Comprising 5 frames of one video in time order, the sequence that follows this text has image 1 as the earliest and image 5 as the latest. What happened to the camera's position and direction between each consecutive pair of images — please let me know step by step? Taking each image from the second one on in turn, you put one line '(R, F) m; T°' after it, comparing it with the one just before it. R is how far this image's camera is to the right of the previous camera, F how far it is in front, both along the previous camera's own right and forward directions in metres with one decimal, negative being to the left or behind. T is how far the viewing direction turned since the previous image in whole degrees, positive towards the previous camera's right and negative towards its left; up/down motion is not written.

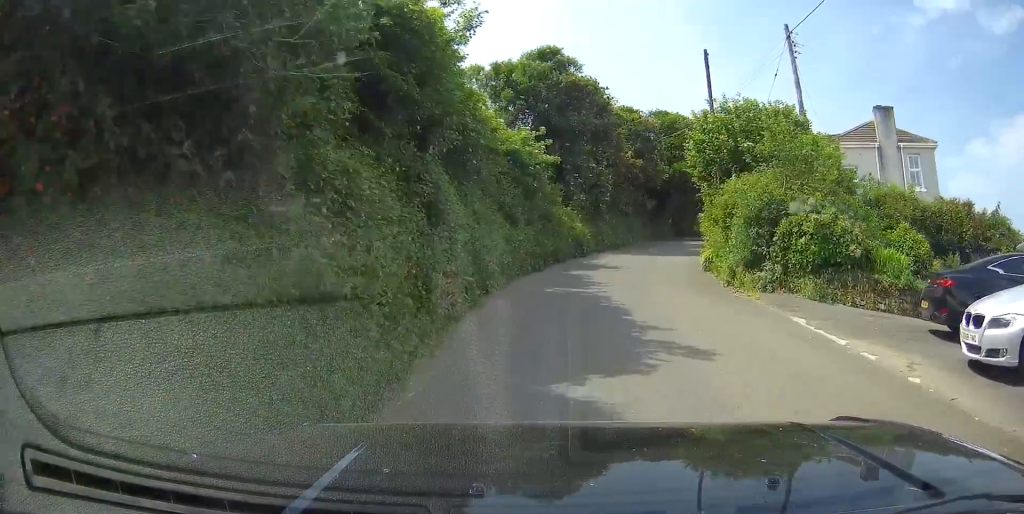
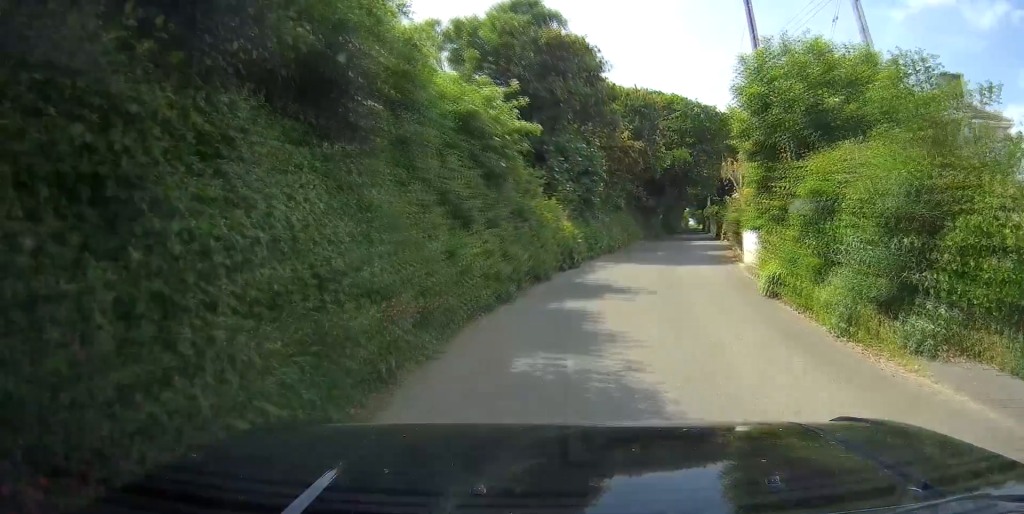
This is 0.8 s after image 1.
(+0.3, +7.6) m; +3°
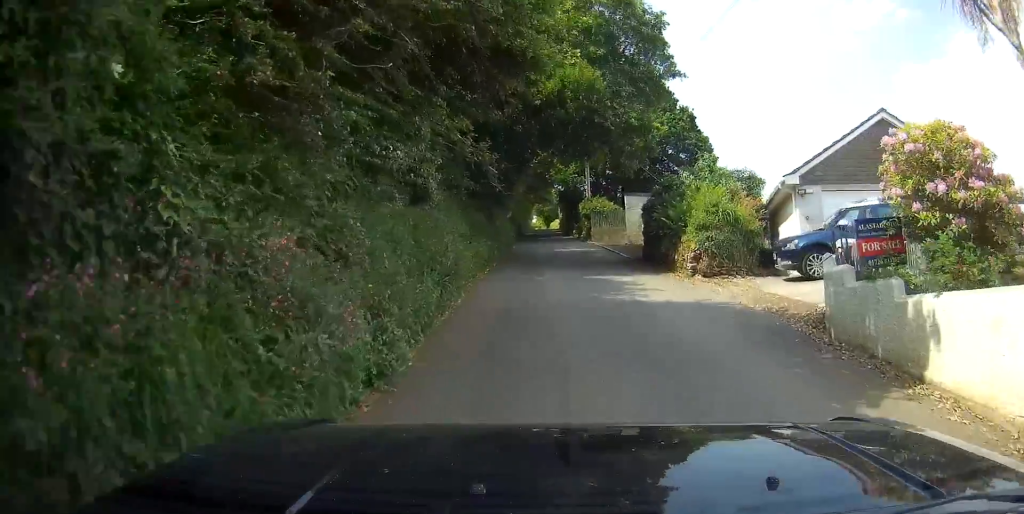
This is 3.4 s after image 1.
(+2.5, +24.5) m; +12°
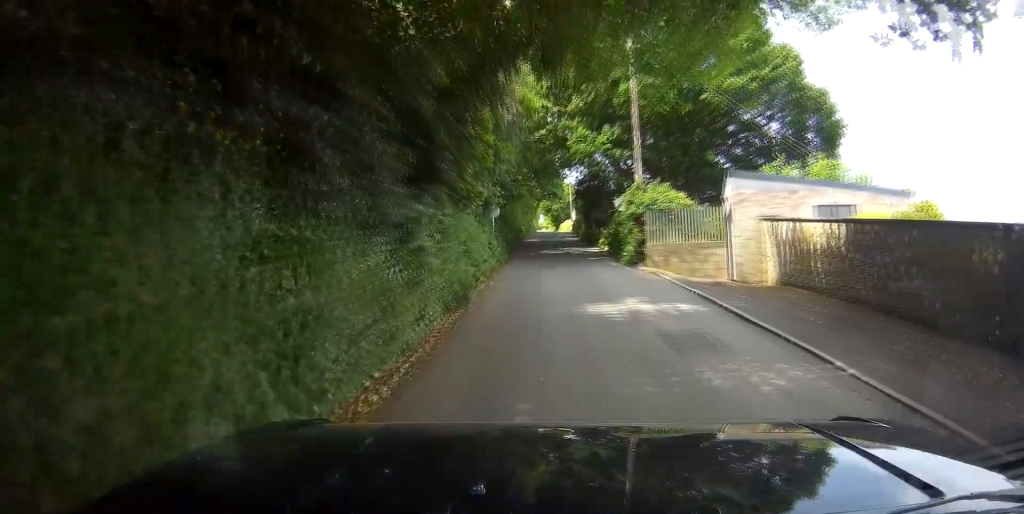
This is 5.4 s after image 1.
(+0.2, +19.9) m; +1°
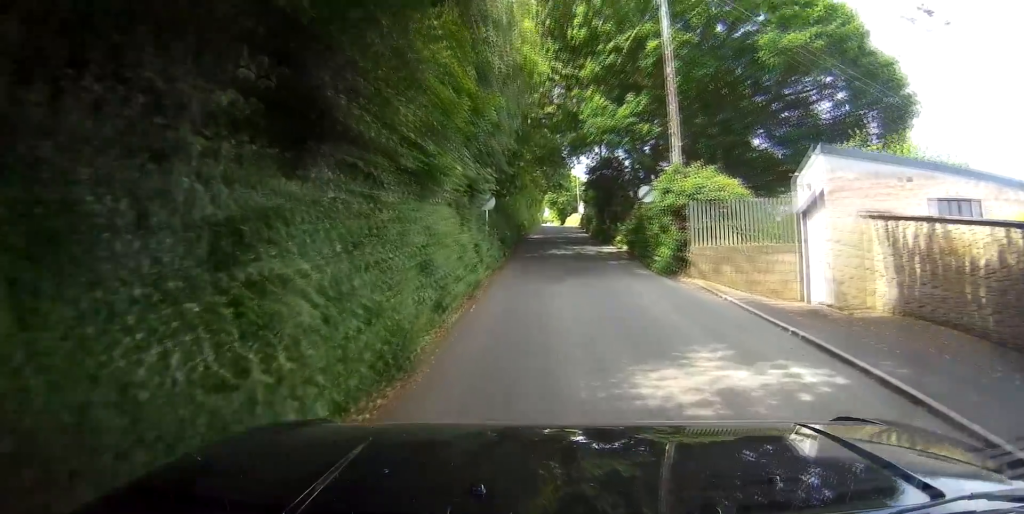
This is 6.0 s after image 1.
(0.0, +5.7) m; 0°
